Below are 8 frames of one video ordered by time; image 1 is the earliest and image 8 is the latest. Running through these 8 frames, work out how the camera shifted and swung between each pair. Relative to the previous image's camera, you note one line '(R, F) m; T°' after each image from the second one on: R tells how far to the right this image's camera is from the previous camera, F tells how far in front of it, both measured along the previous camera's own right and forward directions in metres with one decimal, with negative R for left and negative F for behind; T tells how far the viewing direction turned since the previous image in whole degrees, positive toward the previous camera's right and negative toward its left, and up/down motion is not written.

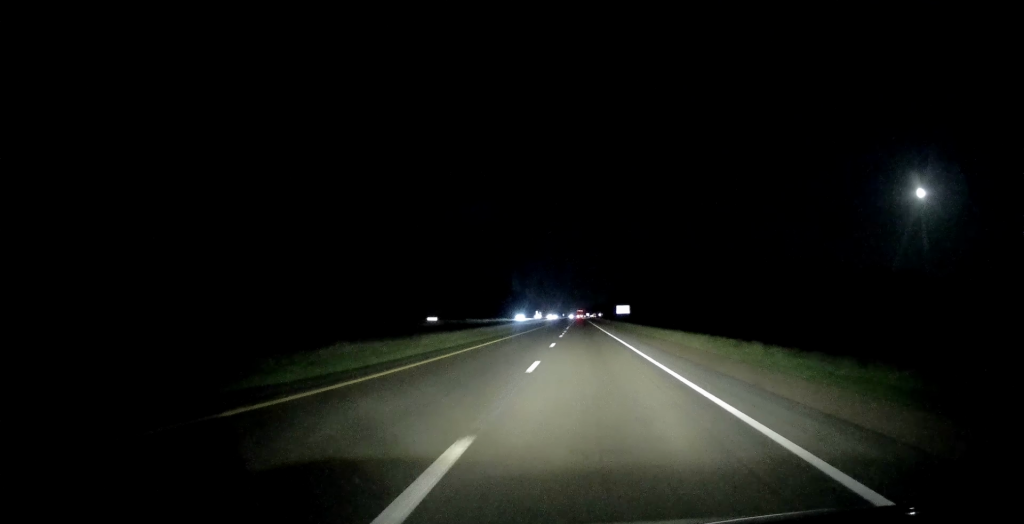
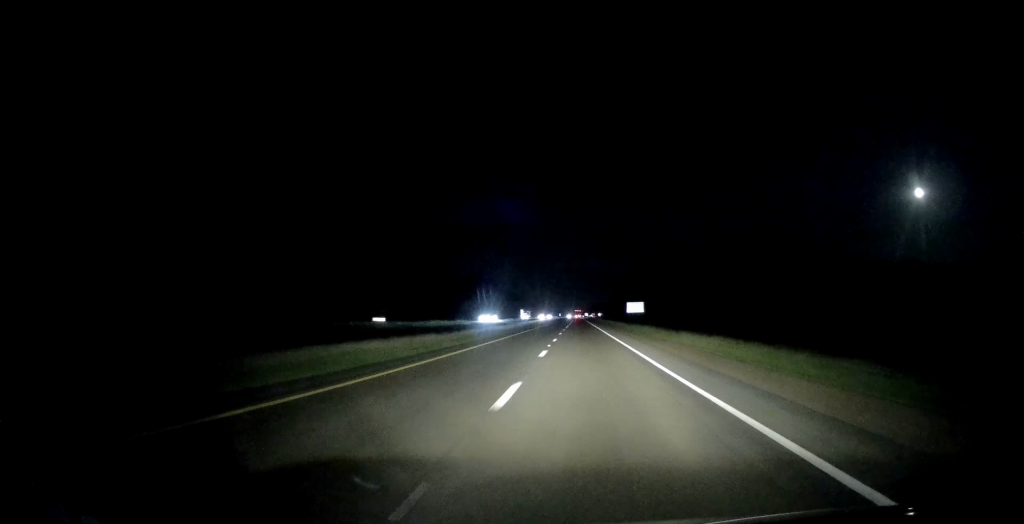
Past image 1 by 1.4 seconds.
(-0.1, +42.9) m; 0°
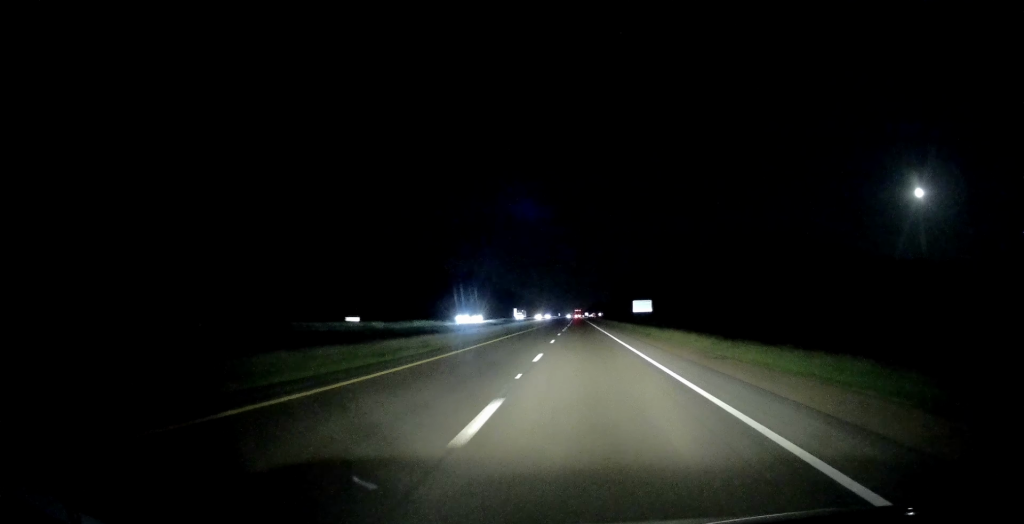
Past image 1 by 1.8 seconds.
(-0.1, +14.6) m; 0°
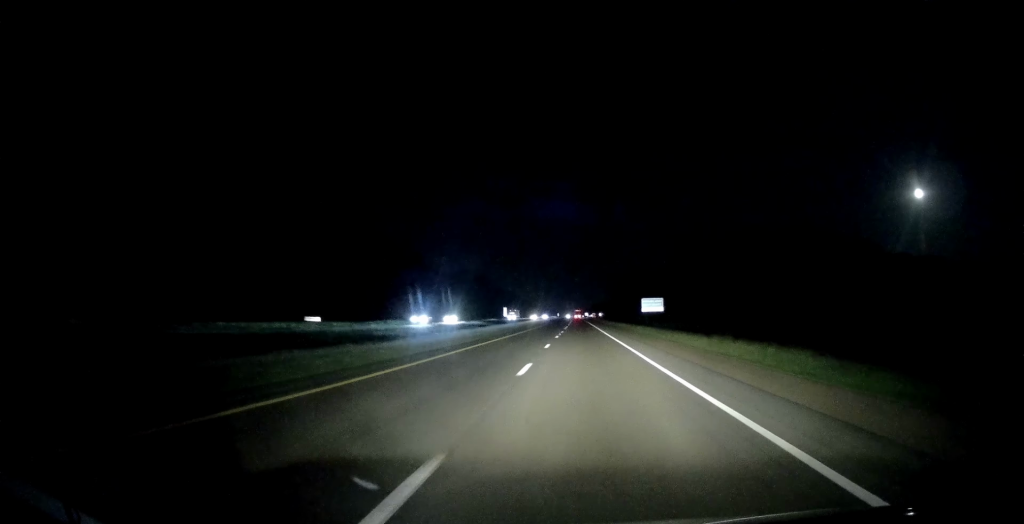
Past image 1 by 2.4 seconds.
(+0.1, +16.6) m; 0°
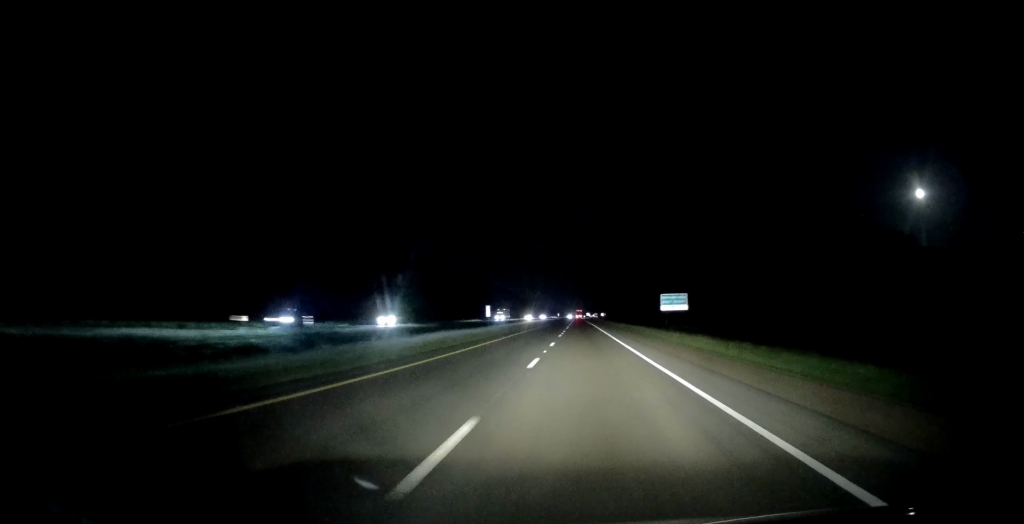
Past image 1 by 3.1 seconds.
(0.0, +21.8) m; 0°
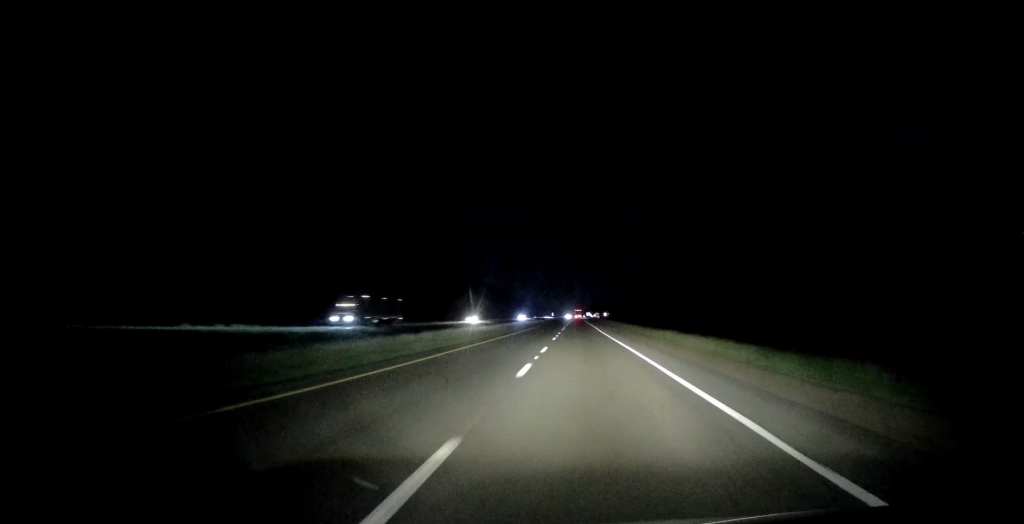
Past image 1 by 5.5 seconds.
(-0.2, +73.4) m; 0°
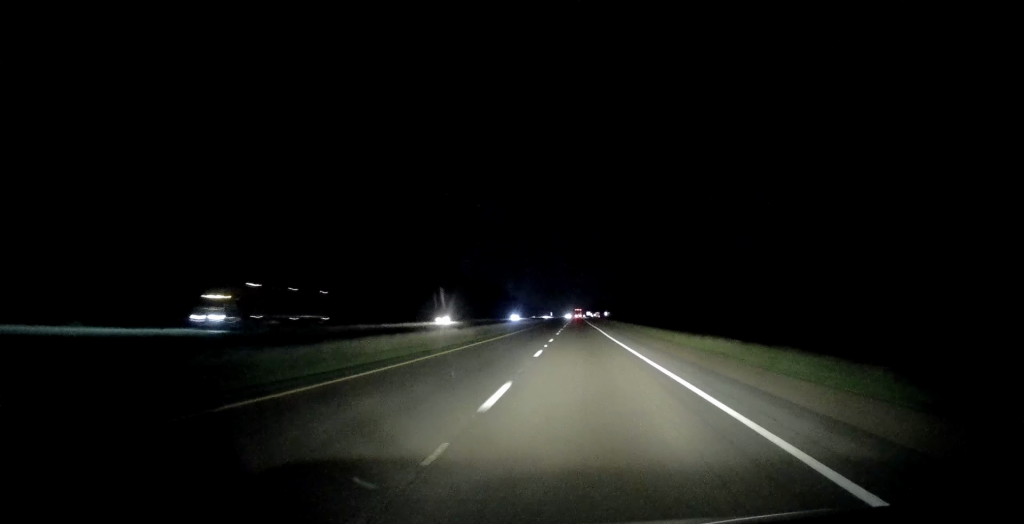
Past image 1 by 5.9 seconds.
(0.0, +13.8) m; 0°
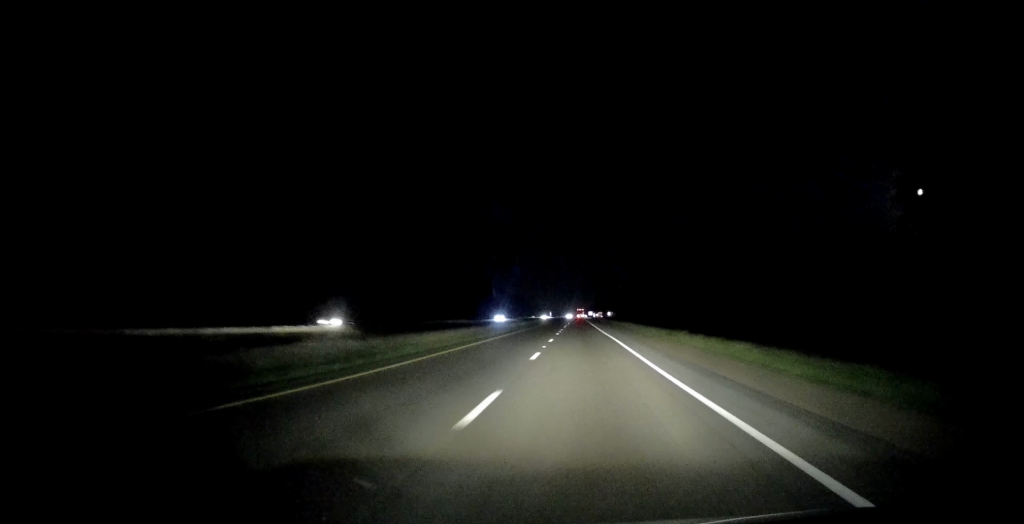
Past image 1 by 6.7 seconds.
(+0.2, +23.3) m; +1°
